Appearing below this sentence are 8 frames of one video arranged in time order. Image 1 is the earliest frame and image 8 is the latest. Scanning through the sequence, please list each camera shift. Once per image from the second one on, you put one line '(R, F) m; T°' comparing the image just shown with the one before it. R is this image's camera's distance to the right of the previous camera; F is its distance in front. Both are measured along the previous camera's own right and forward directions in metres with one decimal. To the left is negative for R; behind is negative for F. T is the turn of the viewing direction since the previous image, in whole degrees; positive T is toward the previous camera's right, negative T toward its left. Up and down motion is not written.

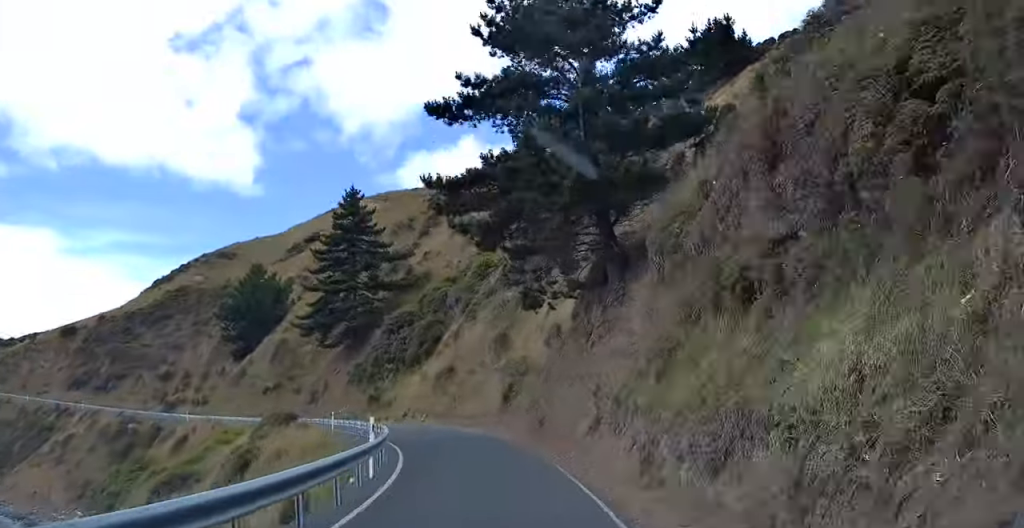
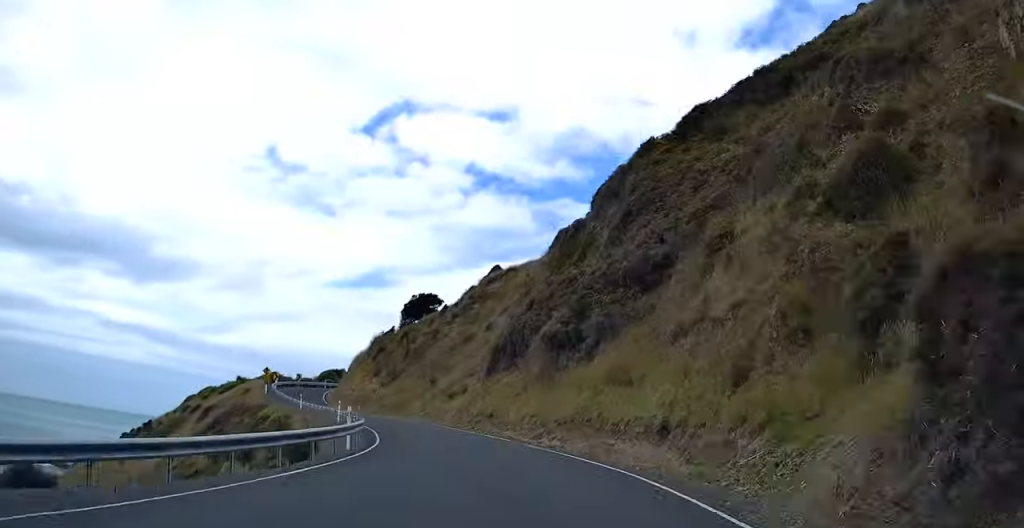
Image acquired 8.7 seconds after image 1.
(-26.5, +83.2) m; -44°
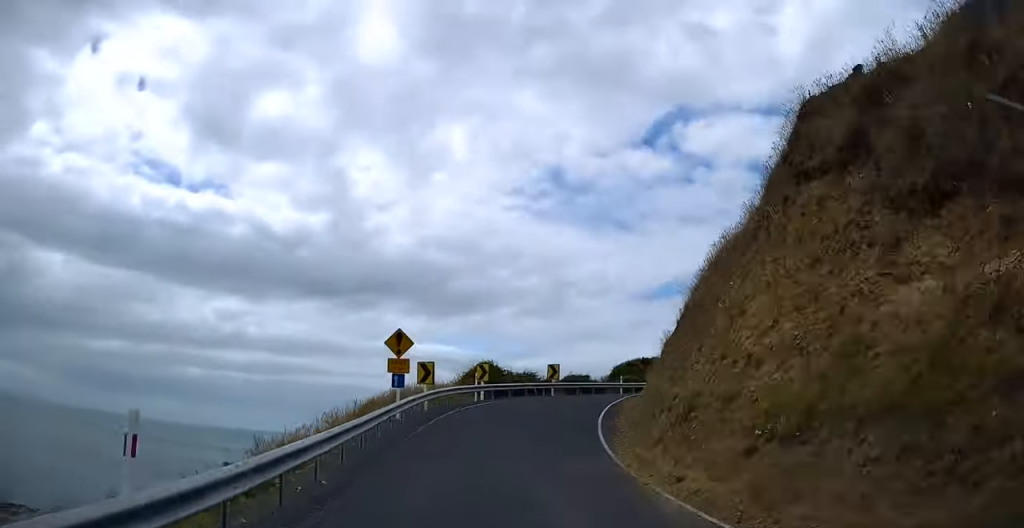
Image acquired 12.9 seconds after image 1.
(-9.4, +44.6) m; -11°
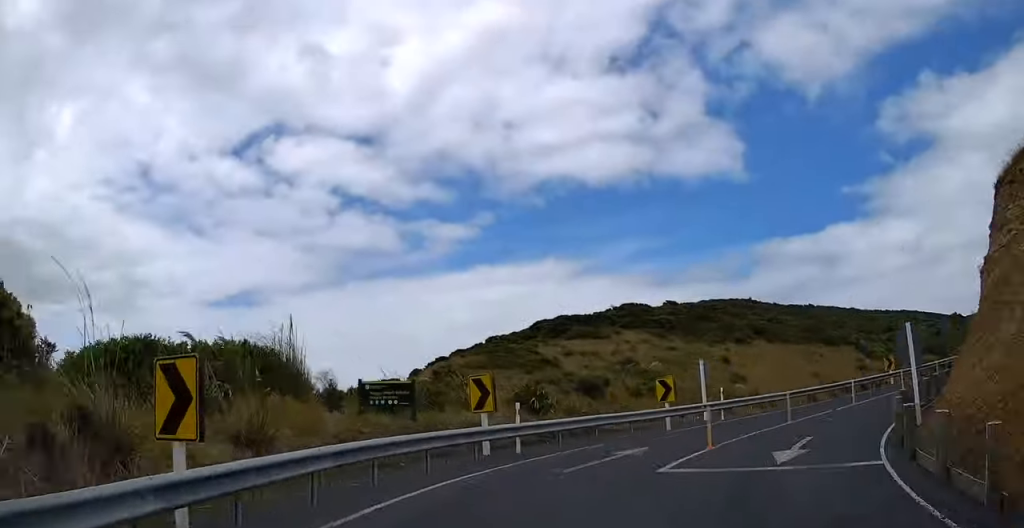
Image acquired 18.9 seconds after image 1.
(+6.6, +52.8) m; +33°
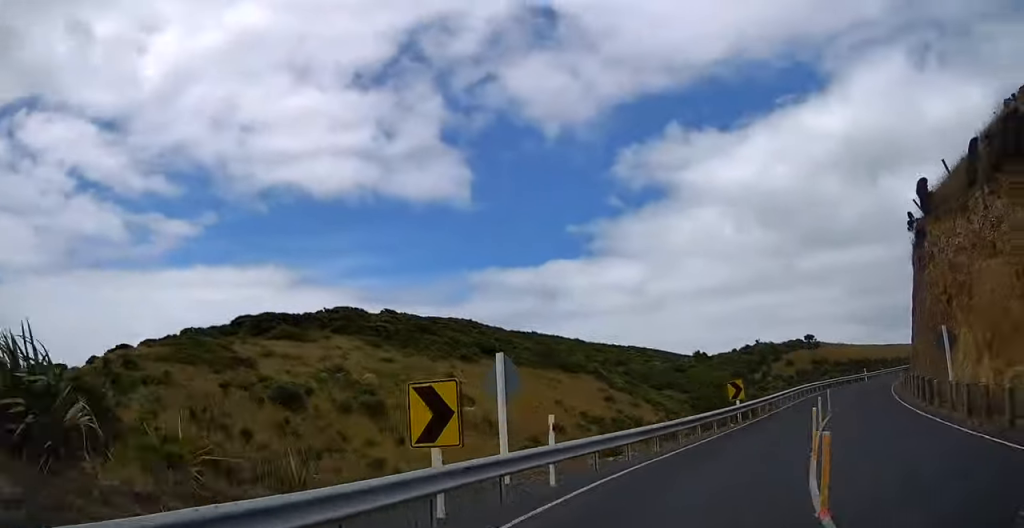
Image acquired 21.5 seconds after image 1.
(+4.6, +18.8) m; +27°
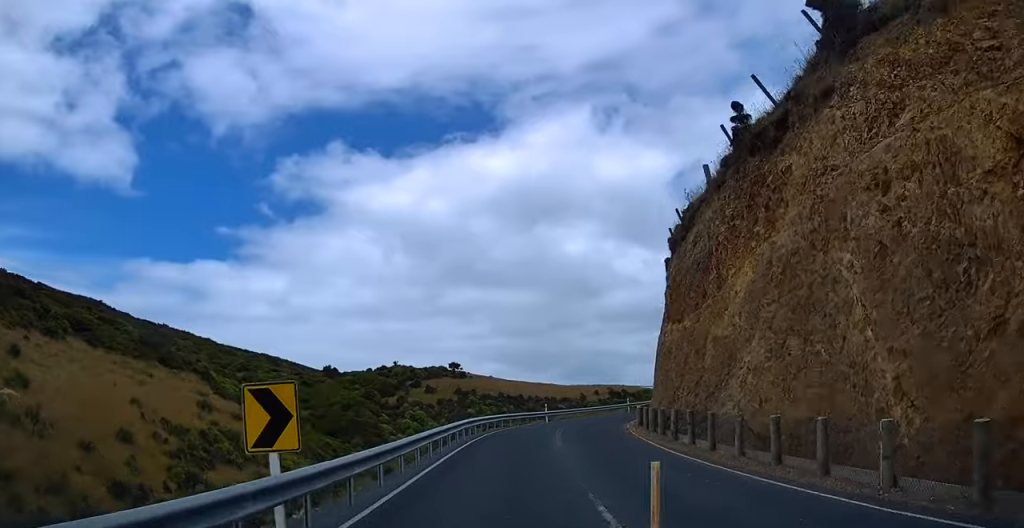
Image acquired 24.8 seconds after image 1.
(+8.7, +24.5) m; +27°
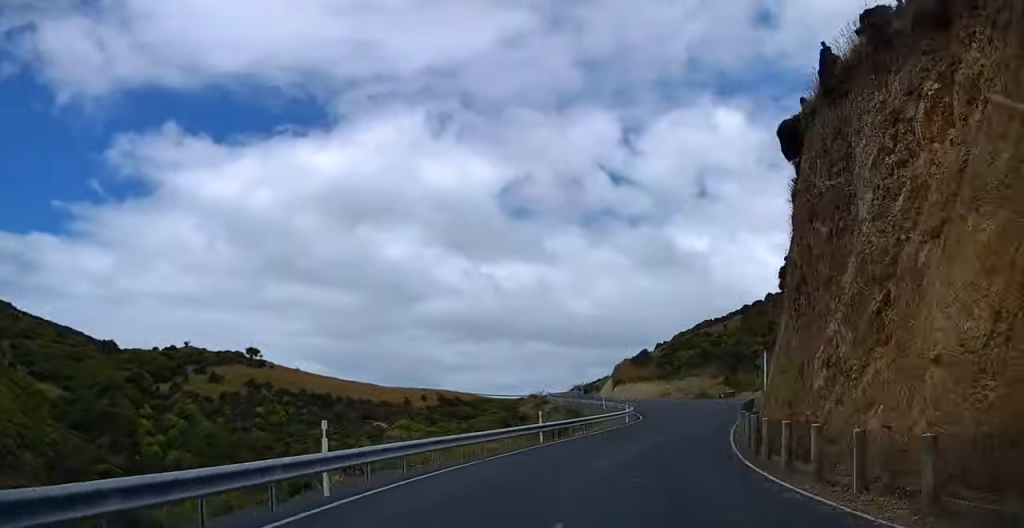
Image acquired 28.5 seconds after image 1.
(+7.1, +33.1) m; +15°
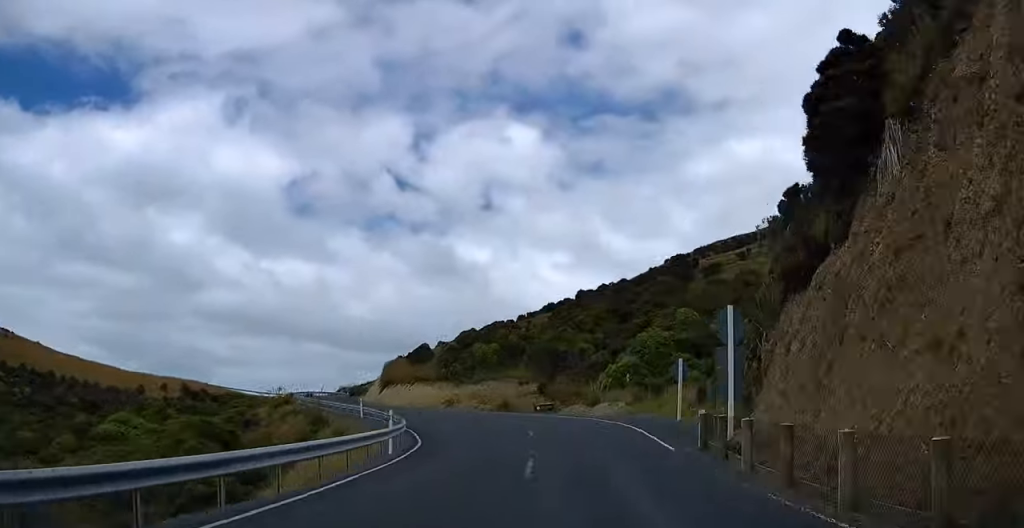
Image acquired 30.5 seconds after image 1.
(+0.9, +19.4) m; +3°
